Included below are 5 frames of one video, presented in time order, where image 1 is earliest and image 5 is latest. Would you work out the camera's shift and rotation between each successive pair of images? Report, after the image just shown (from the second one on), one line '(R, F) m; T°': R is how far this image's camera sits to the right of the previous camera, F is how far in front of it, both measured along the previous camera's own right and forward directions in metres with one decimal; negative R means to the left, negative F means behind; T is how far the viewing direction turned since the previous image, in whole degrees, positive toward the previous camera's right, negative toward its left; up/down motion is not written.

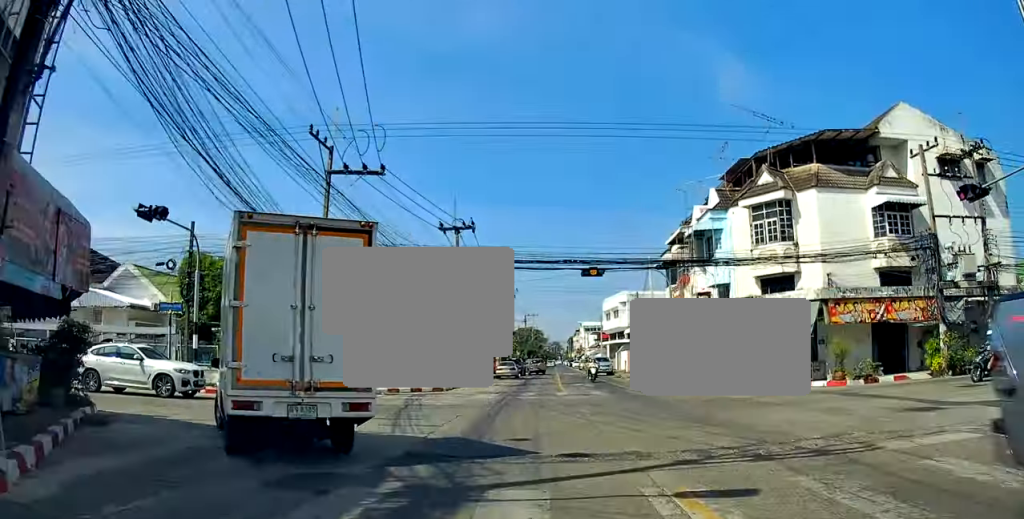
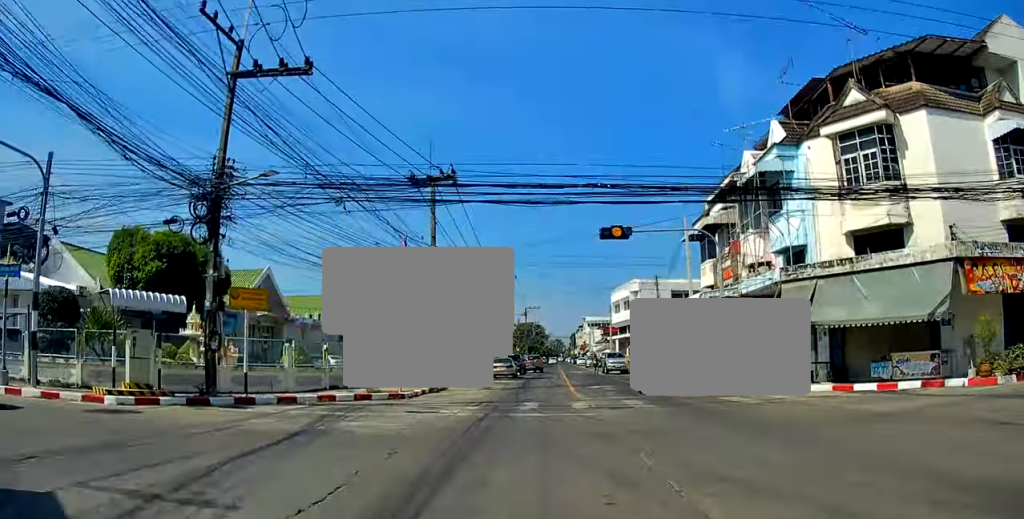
(-0.2, +8.6) m; -3°
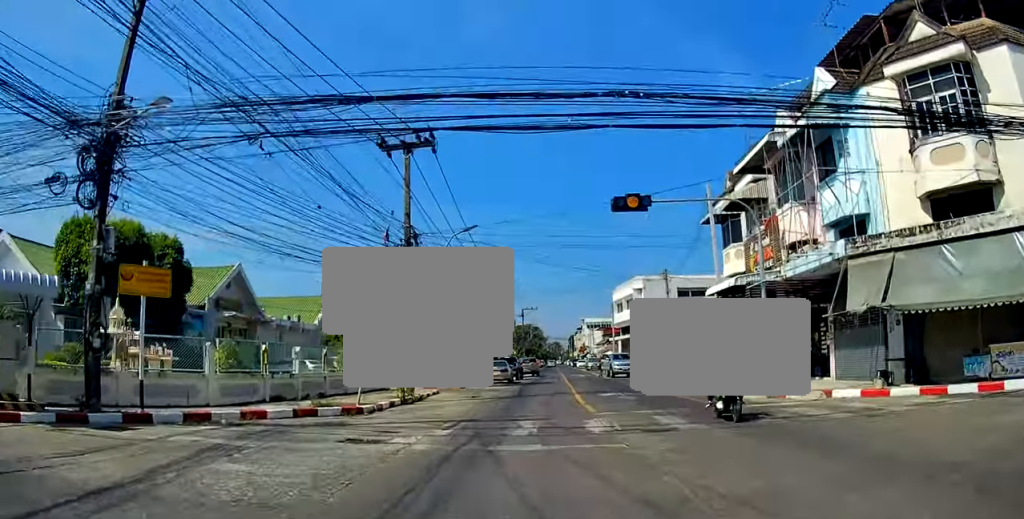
(-0.1, +4.6) m; -1°
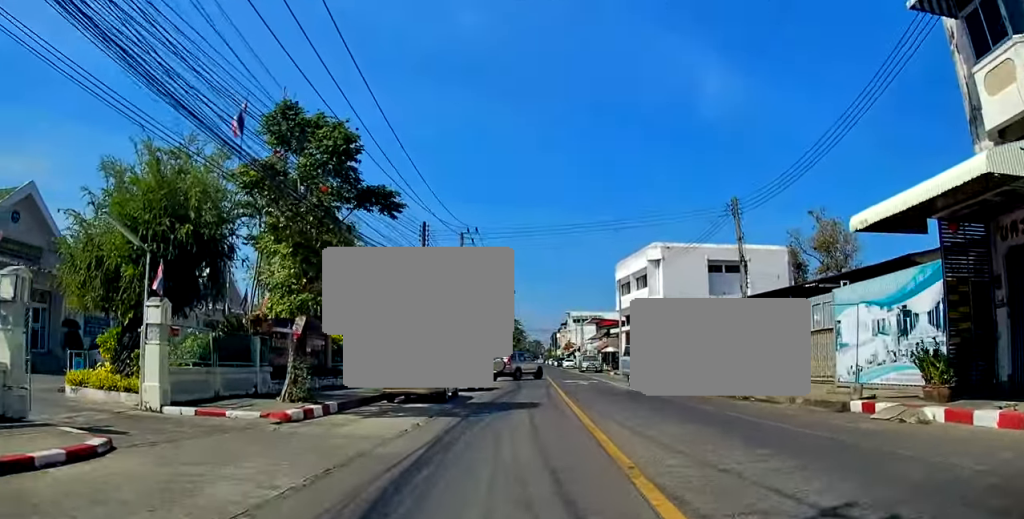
(+0.6, +20.4) m; +4°
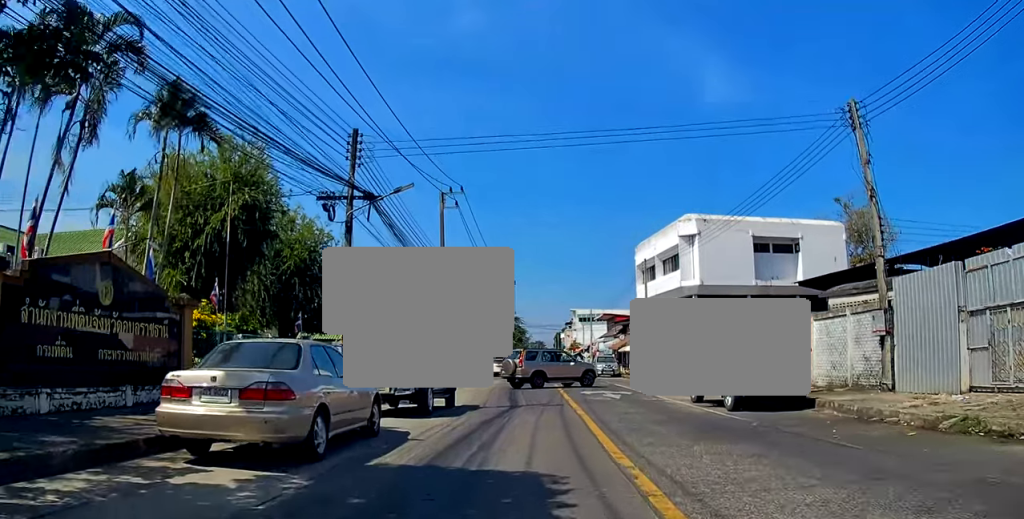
(+0.1, +12.0) m; 0°
